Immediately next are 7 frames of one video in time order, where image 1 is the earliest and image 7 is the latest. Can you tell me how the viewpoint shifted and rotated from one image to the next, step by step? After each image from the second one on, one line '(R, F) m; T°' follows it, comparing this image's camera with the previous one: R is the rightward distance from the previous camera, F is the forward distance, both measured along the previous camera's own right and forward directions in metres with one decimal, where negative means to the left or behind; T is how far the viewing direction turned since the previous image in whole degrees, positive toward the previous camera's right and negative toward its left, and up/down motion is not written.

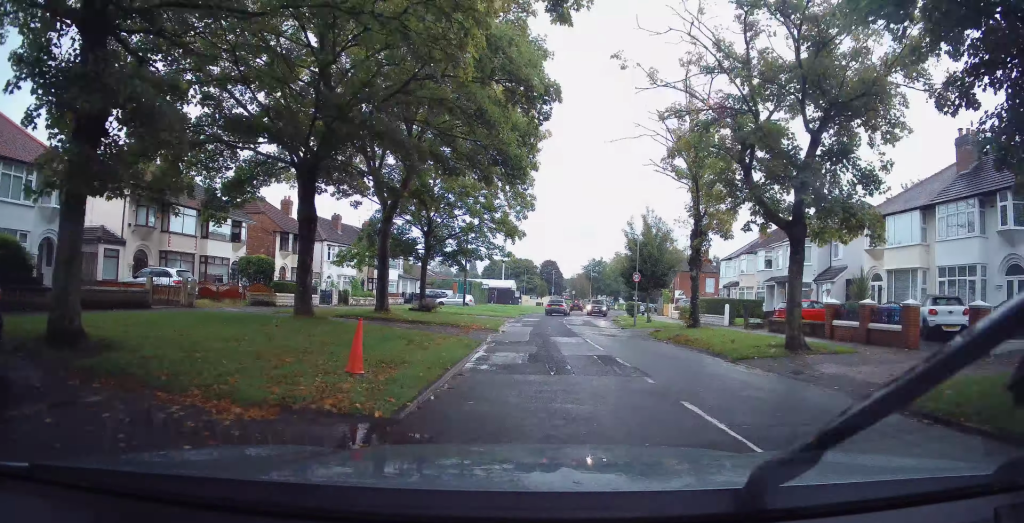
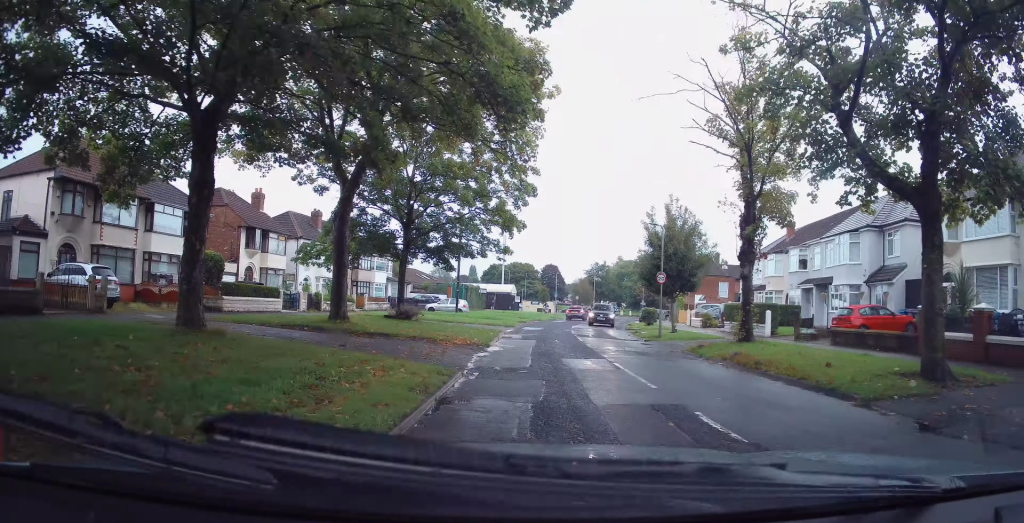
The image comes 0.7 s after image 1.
(+0.2, +5.6) m; -1°
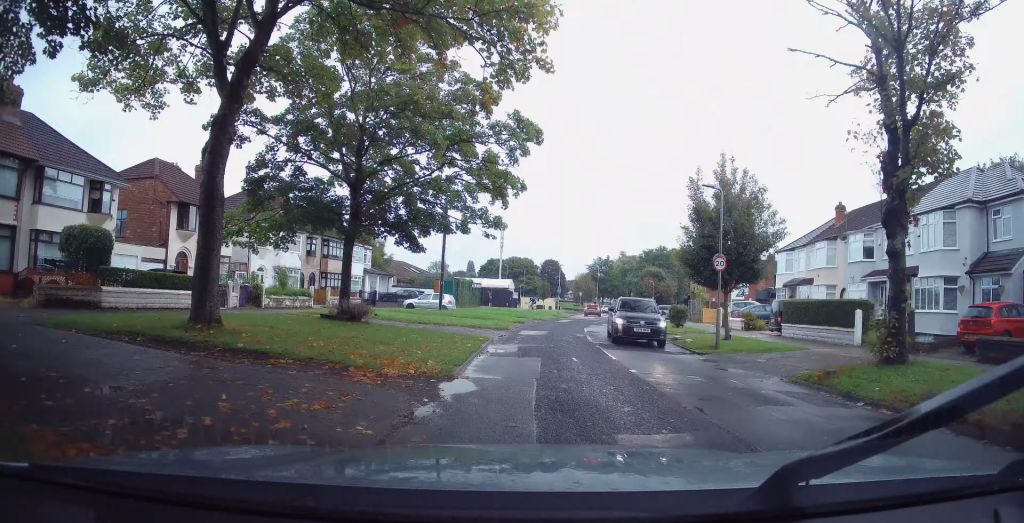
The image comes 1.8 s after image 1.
(-0.4, +7.9) m; -1°
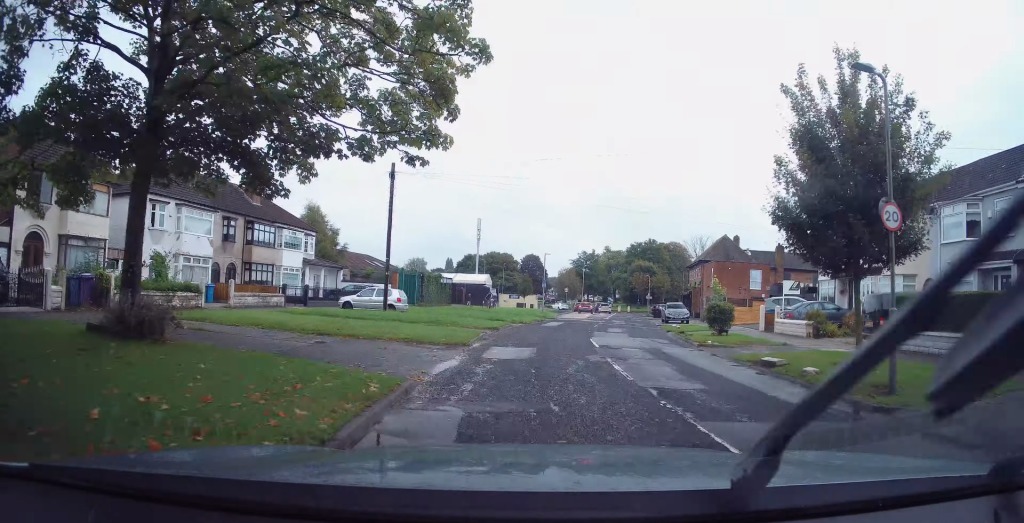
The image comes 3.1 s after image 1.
(+0.3, +9.9) m; +3°
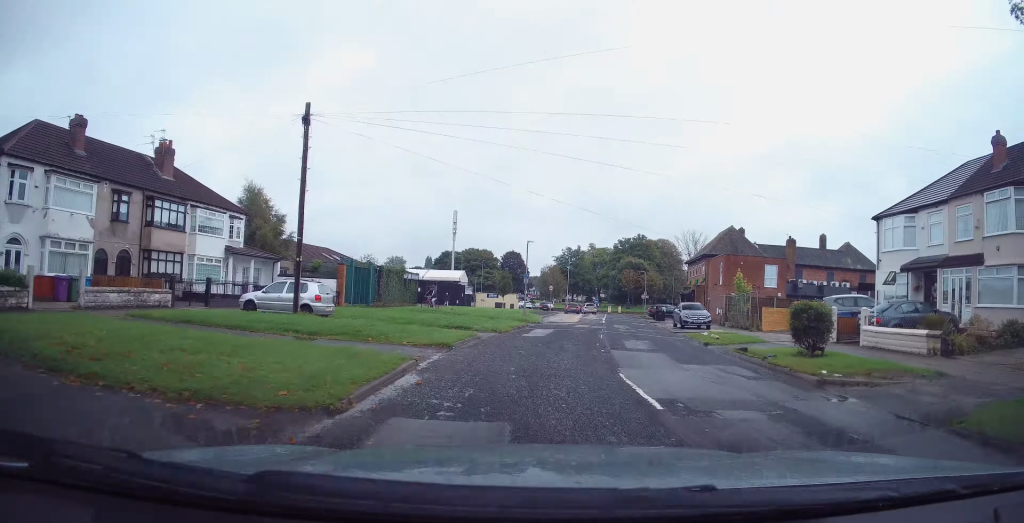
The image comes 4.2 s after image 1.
(+0.2, +8.6) m; +2°
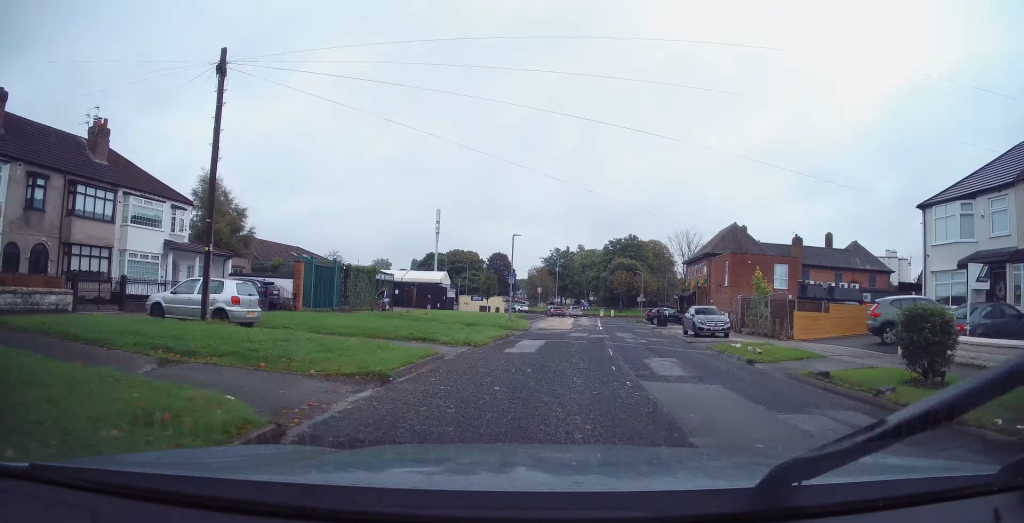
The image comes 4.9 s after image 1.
(+0.1, +4.9) m; +1°
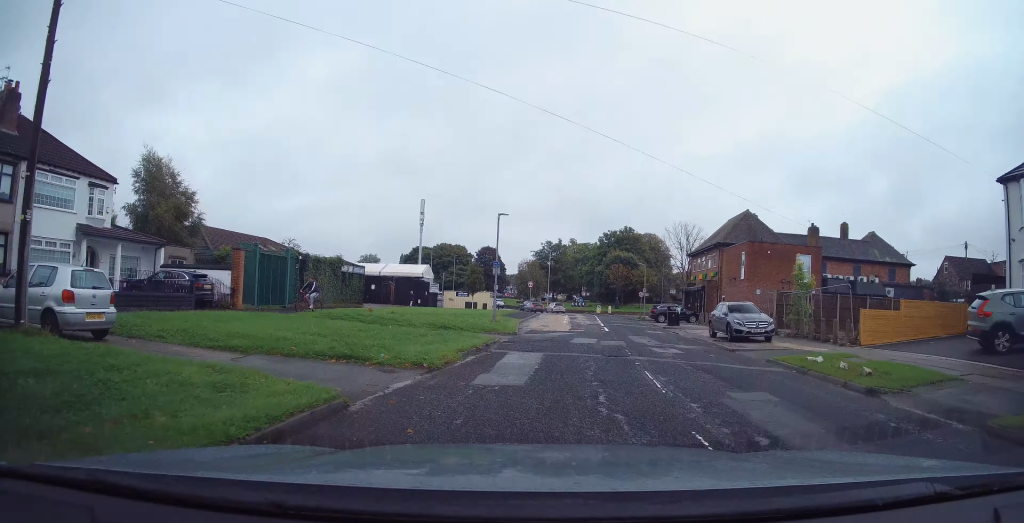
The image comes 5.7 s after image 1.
(0.0, +6.0) m; 0°
